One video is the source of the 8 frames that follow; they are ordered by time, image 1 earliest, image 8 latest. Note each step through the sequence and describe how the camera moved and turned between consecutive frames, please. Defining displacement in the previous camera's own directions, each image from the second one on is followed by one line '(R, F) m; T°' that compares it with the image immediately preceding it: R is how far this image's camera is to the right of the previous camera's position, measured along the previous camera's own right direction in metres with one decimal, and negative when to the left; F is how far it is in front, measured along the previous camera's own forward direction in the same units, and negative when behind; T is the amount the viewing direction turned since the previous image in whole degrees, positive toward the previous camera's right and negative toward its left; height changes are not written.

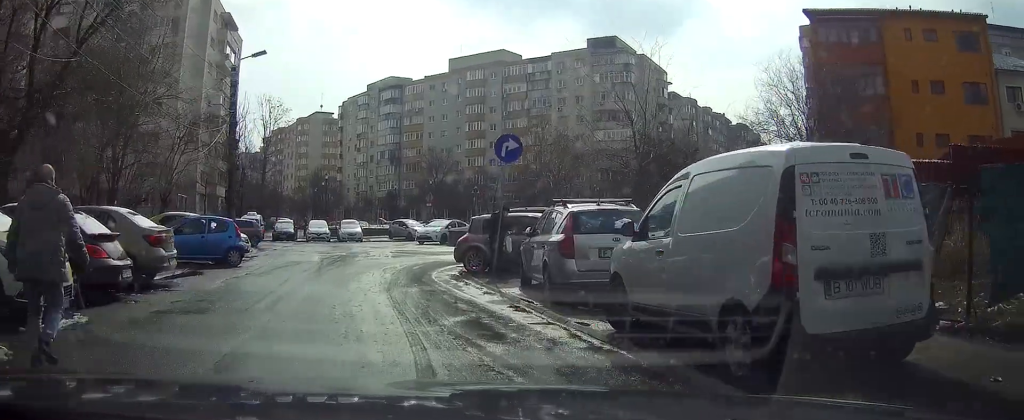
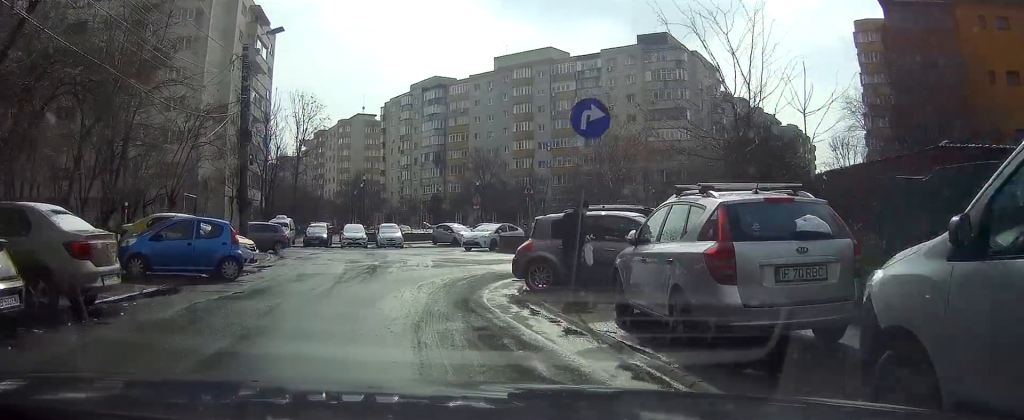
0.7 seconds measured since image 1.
(0.0, +4.7) m; 0°
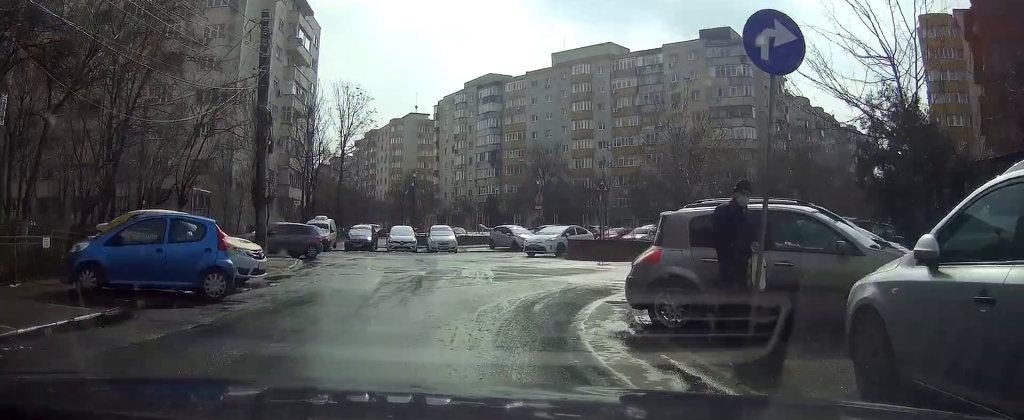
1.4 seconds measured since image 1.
(0.0, +5.0) m; -1°
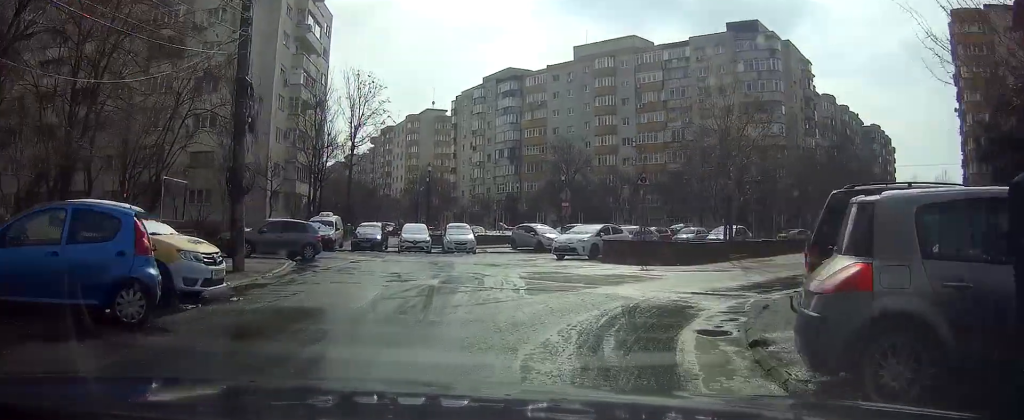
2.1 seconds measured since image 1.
(0.0, +4.3) m; 0°
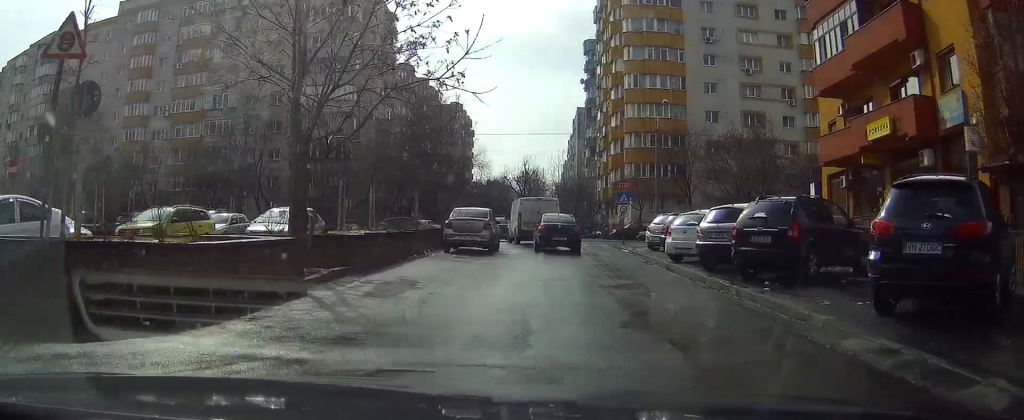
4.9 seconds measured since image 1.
(+3.3, +19.2) m; +21°
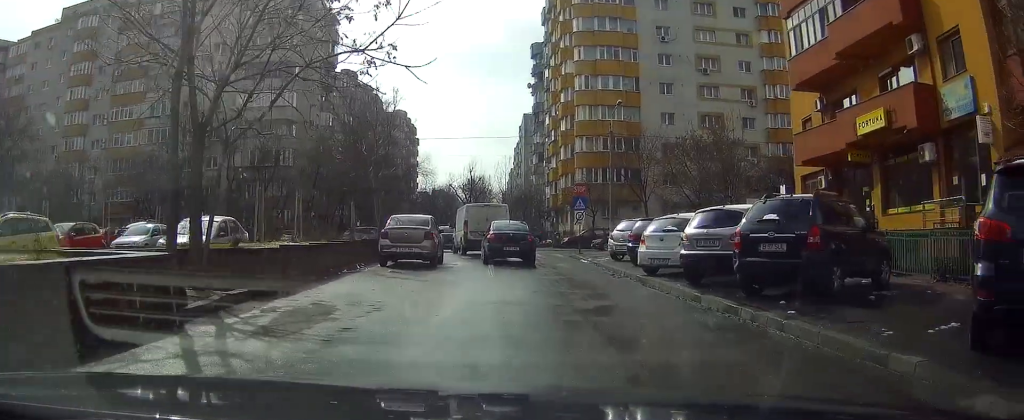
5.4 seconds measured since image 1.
(0.0, +3.0) m; +3°
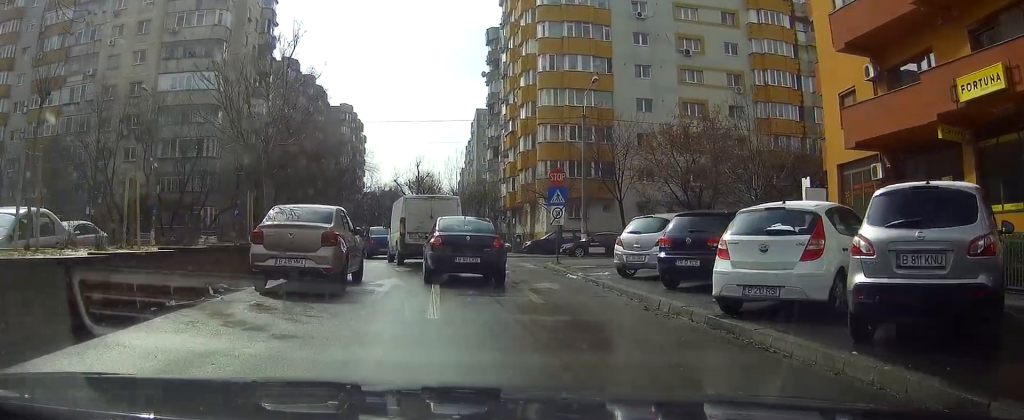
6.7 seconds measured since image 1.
(+0.7, +8.5) m; +6°
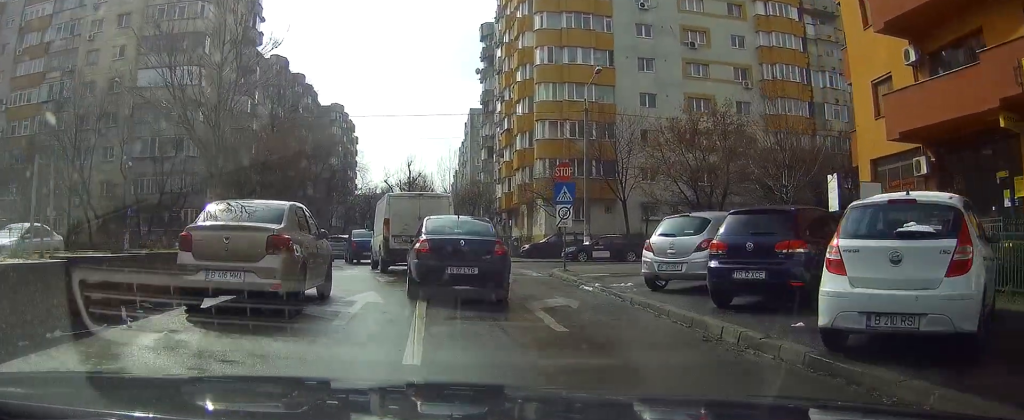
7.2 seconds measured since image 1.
(0.0, +3.2) m; 0°
